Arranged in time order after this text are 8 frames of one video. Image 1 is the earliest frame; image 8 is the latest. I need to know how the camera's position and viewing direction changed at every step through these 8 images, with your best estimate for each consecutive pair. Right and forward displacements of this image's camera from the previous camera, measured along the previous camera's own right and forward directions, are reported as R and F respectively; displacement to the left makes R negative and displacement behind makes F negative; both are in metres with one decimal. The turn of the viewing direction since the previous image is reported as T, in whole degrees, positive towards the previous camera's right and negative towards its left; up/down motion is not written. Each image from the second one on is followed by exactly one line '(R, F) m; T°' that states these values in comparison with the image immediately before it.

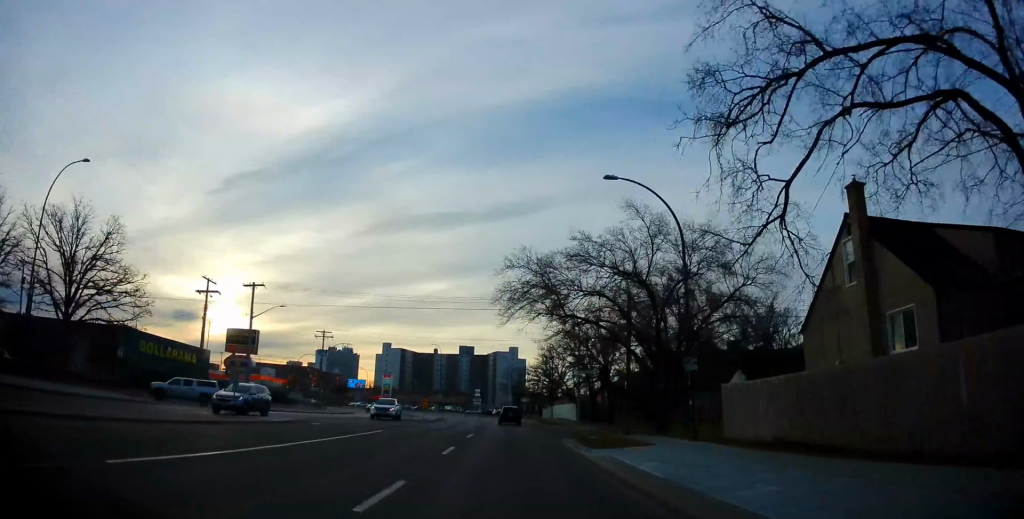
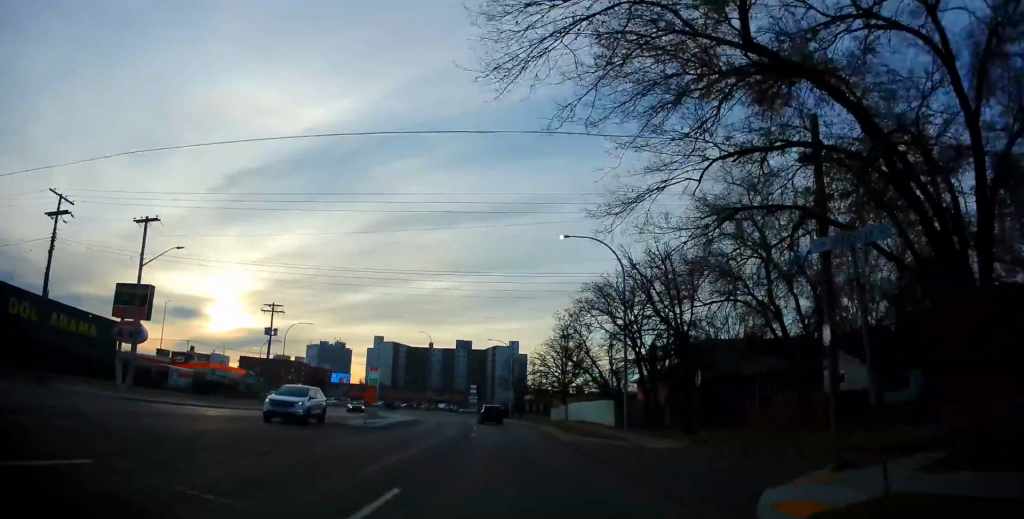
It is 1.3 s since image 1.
(+0.5, +19.5) m; +1°
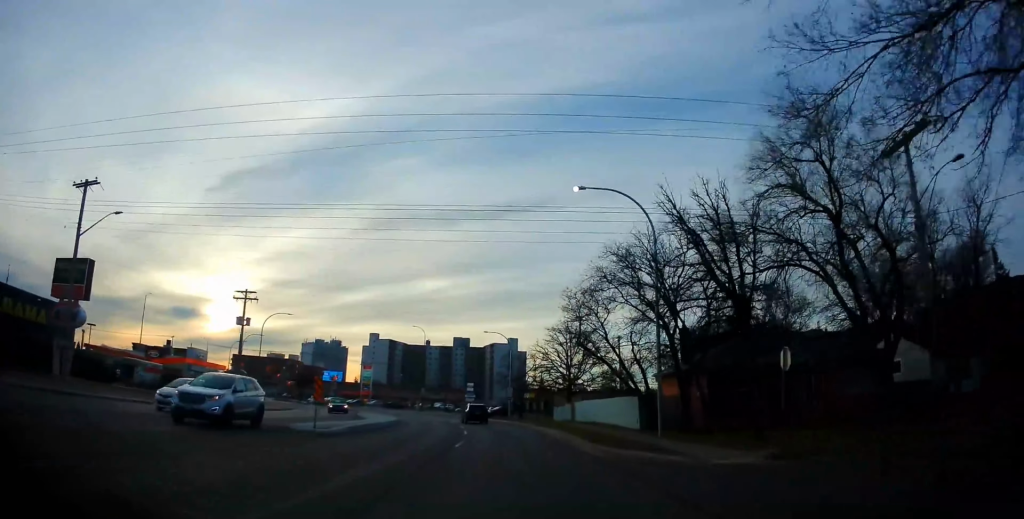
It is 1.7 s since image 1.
(0.0, +7.1) m; 0°
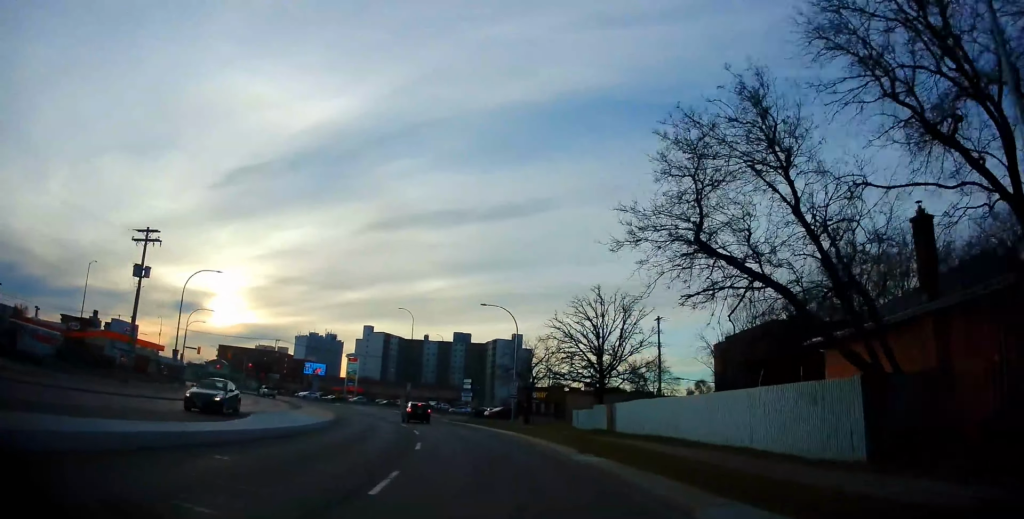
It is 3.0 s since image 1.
(-0.4, +19.5) m; -3°
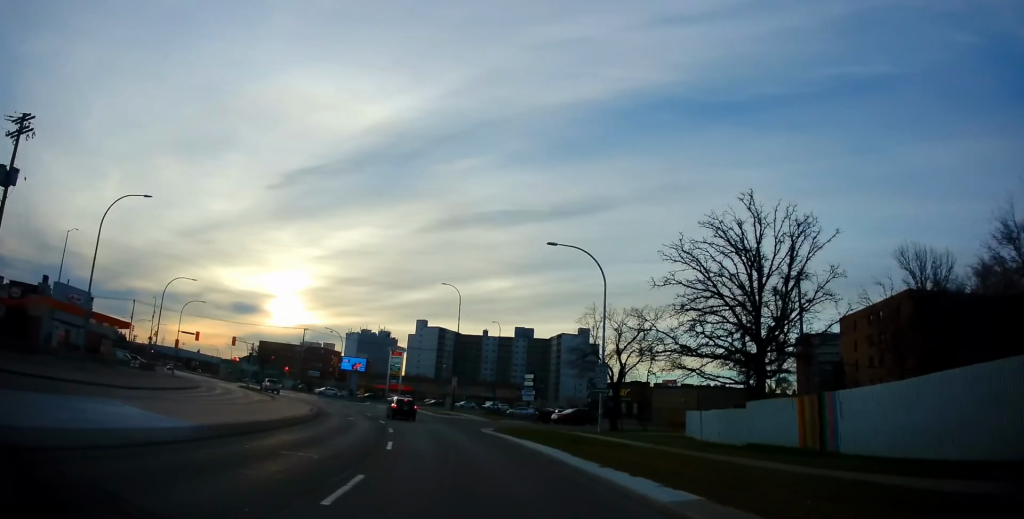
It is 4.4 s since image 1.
(-1.2, +19.6) m; -6°
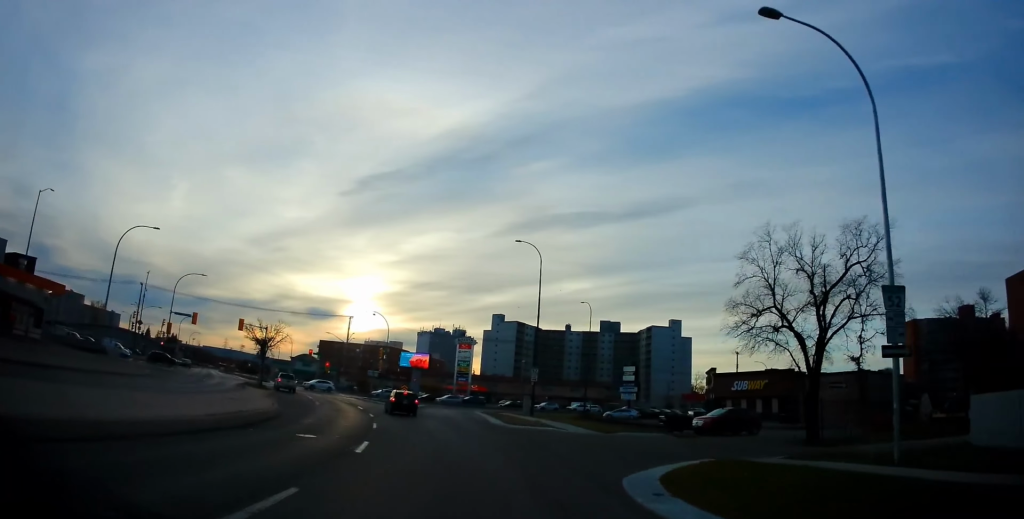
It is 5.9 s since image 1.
(-0.7, +20.6) m; -5°
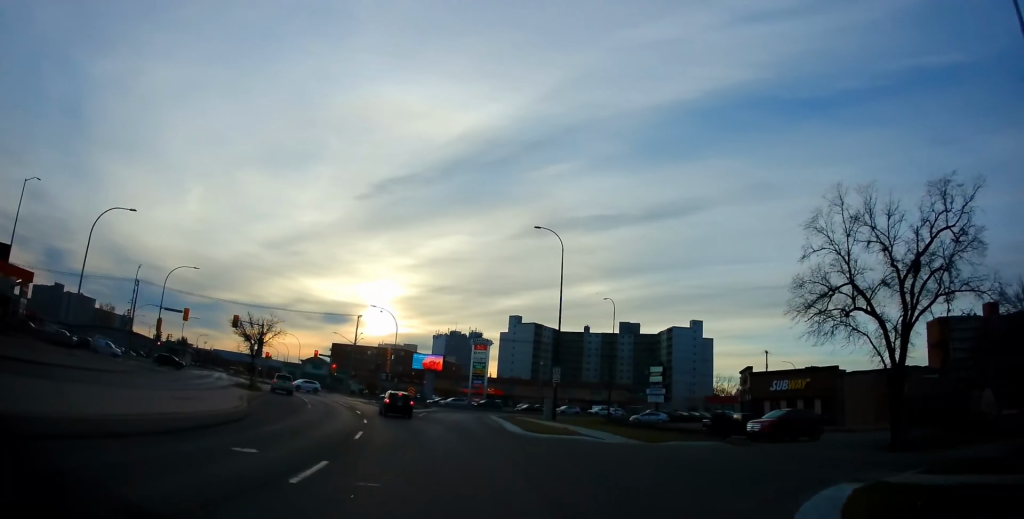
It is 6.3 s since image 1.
(-0.1, +5.4) m; -2°
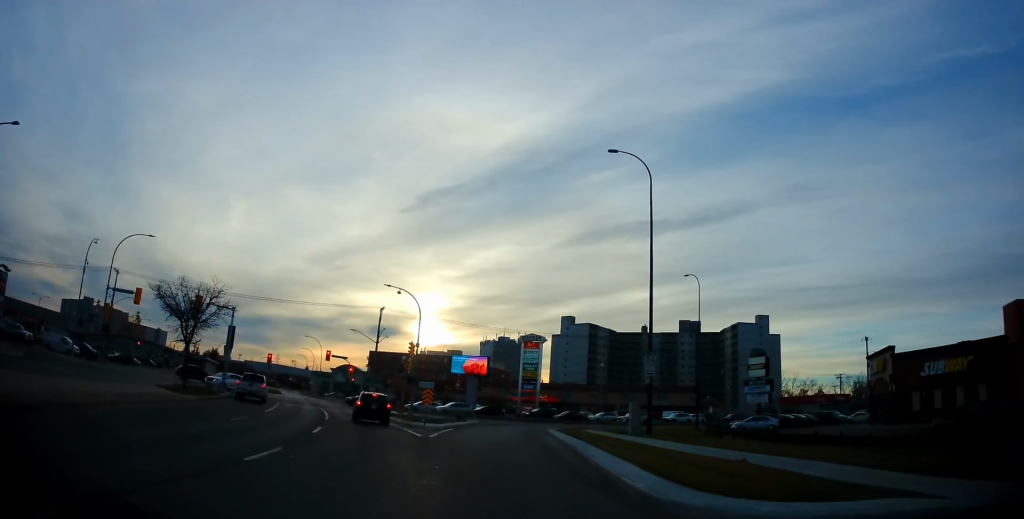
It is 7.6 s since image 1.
(-0.8, +16.5) m; -5°
